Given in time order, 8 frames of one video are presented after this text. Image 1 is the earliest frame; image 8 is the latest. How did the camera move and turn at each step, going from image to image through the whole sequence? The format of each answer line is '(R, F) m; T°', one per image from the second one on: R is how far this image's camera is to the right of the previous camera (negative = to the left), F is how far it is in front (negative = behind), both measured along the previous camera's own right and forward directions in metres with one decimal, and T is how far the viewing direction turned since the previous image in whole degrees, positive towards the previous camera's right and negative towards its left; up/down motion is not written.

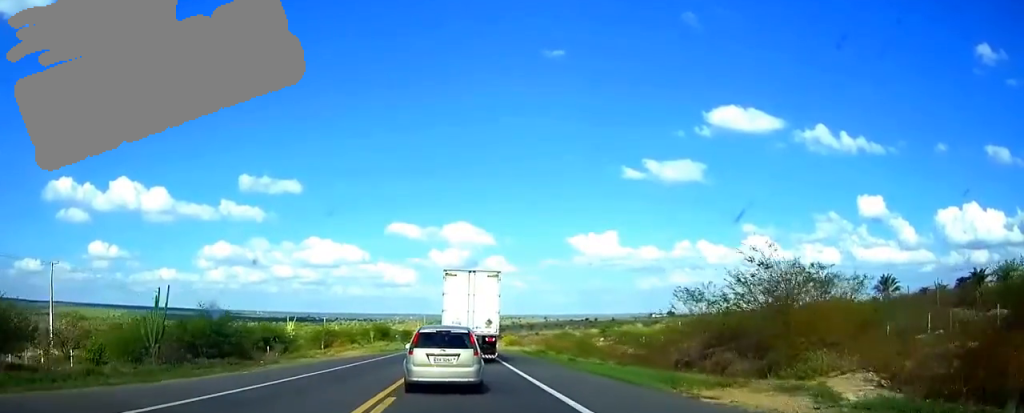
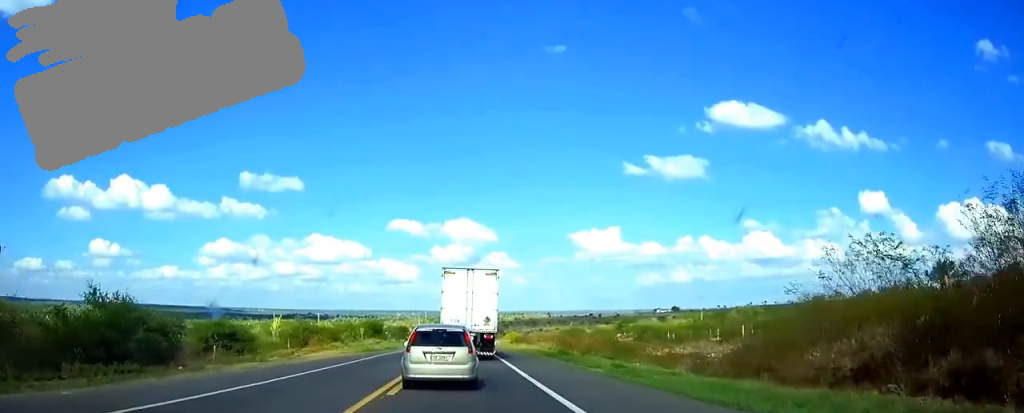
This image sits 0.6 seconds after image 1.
(0.0, +12.2) m; 0°
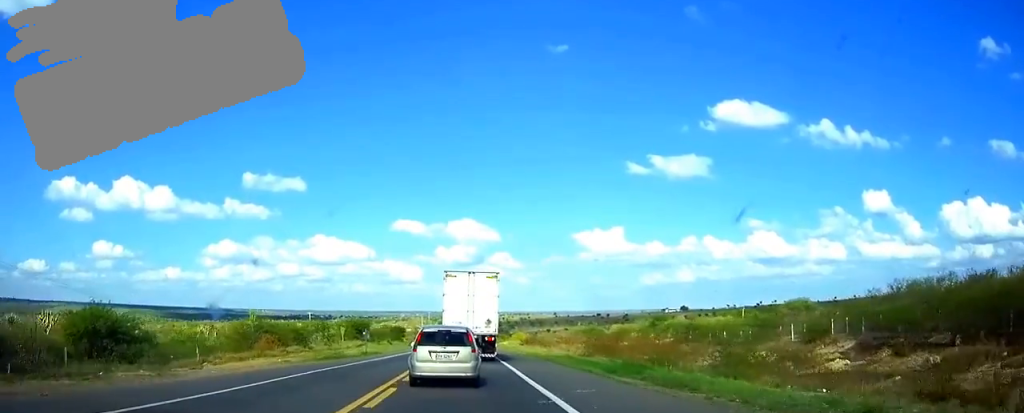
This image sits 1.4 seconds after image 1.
(0.0, +18.0) m; 0°
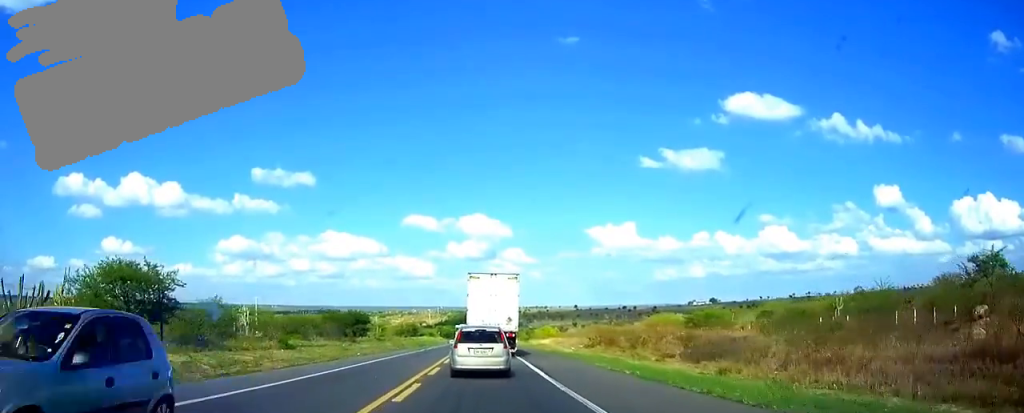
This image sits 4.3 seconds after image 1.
(-0.6, +62.9) m; -1°
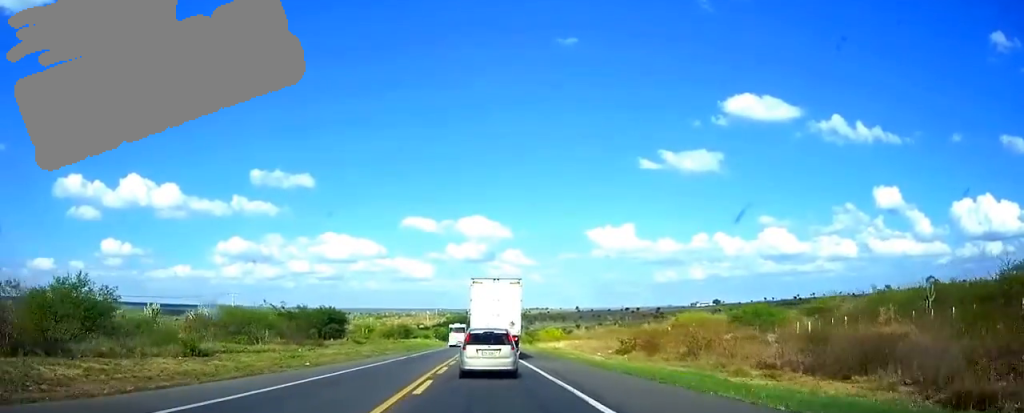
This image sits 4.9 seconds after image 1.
(-0.2, +14.2) m; 0°
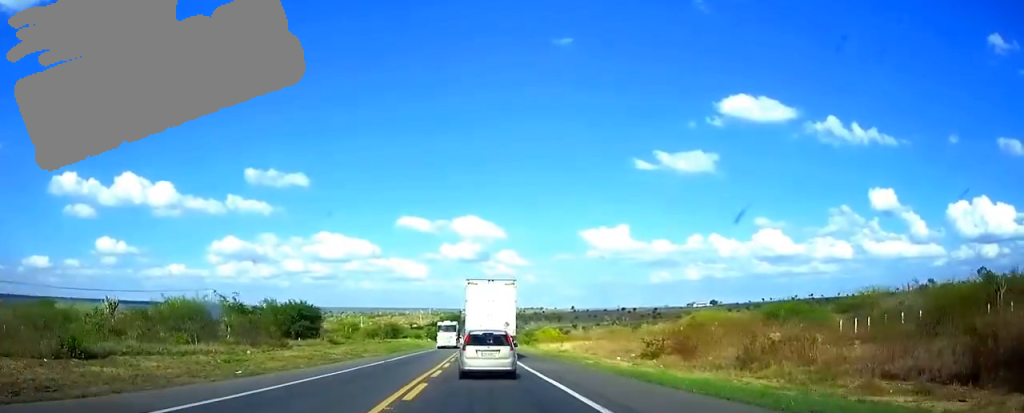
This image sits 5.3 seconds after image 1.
(+0.1, +9.1) m; 0°
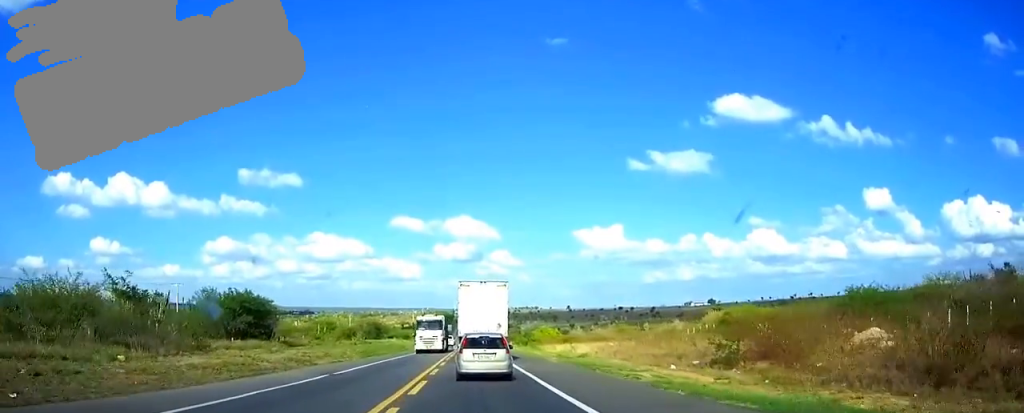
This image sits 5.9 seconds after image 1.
(+0.2, +12.9) m; 0°
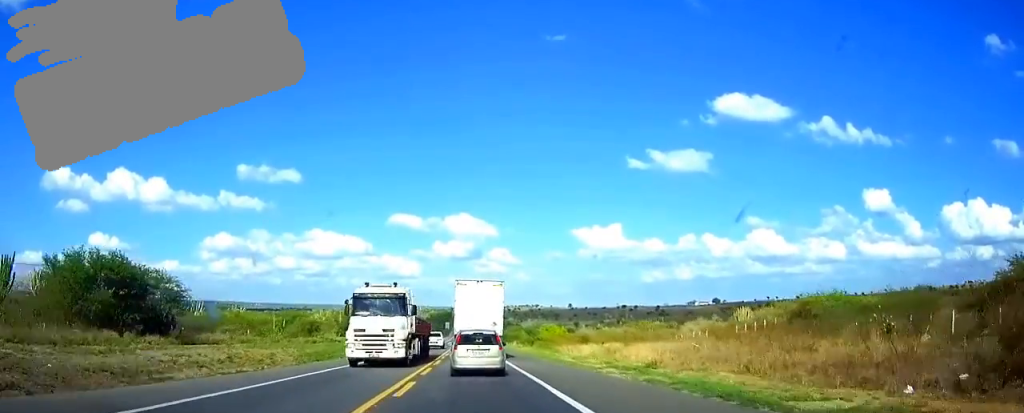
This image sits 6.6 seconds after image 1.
(0.0, +17.7) m; 0°
